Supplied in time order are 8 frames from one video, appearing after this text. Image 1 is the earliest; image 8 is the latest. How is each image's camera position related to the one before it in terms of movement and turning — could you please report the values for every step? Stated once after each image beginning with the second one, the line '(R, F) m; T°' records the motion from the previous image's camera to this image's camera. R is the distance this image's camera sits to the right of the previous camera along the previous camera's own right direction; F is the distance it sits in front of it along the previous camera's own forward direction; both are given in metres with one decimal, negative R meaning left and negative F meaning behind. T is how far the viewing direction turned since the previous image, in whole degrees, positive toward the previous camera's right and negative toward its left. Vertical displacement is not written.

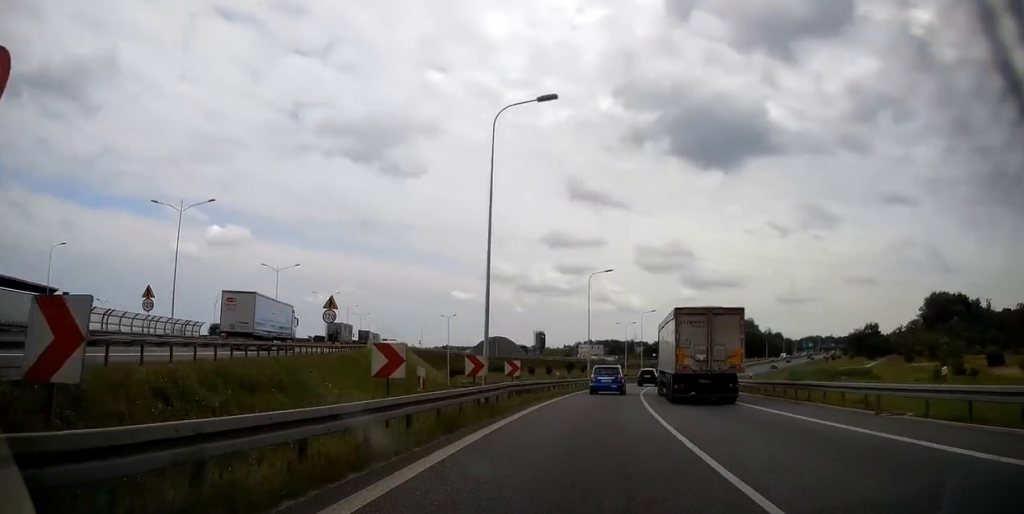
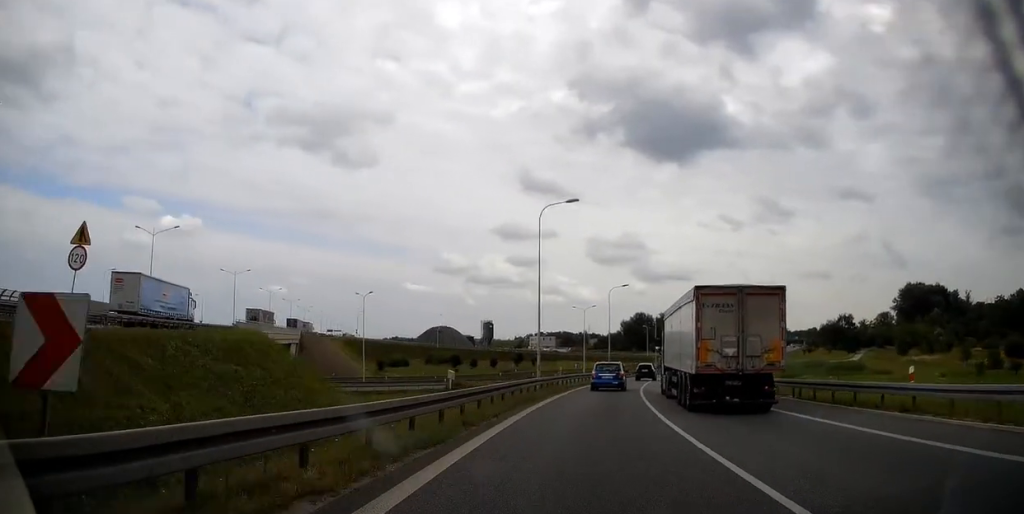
(+1.3, +22.1) m; +4°
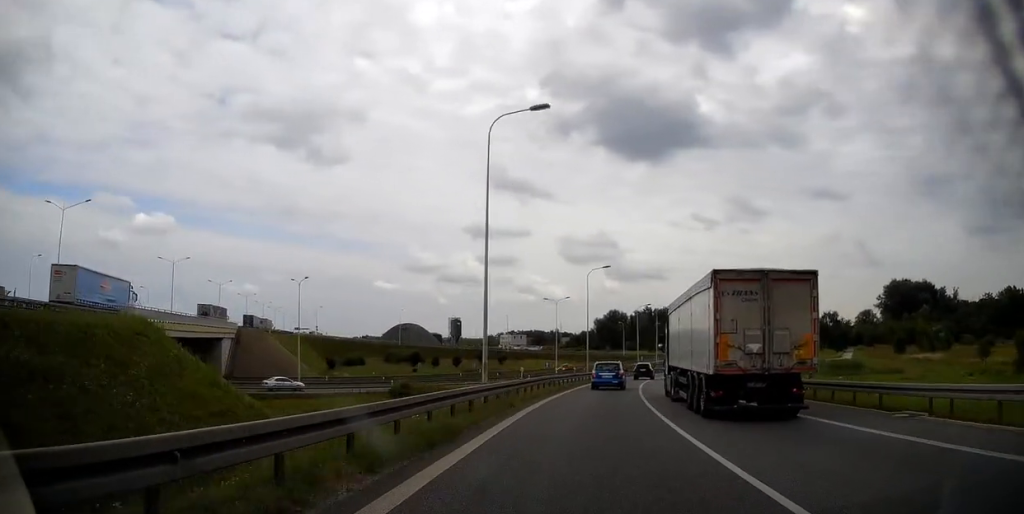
(+0.3, +13.0) m; +3°
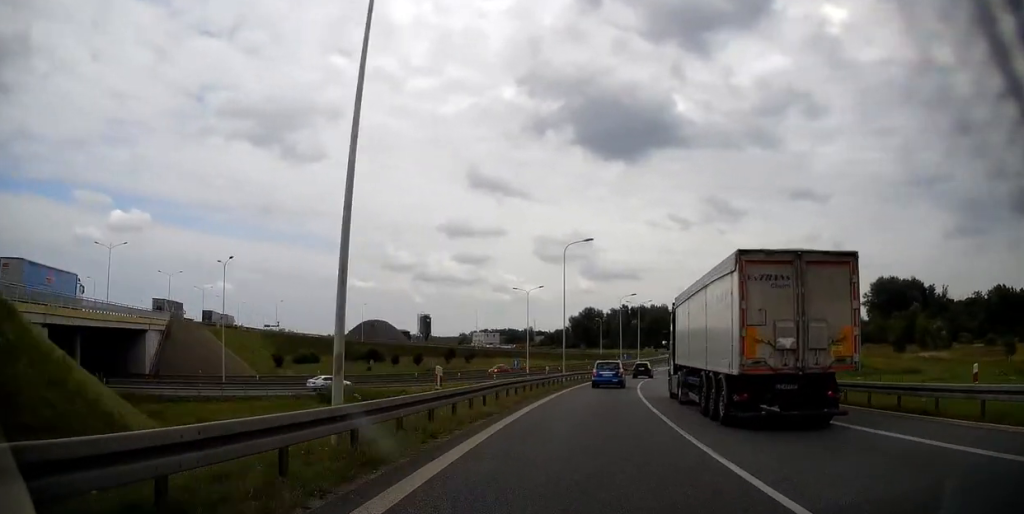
(-0.2, +12.0) m; +2°
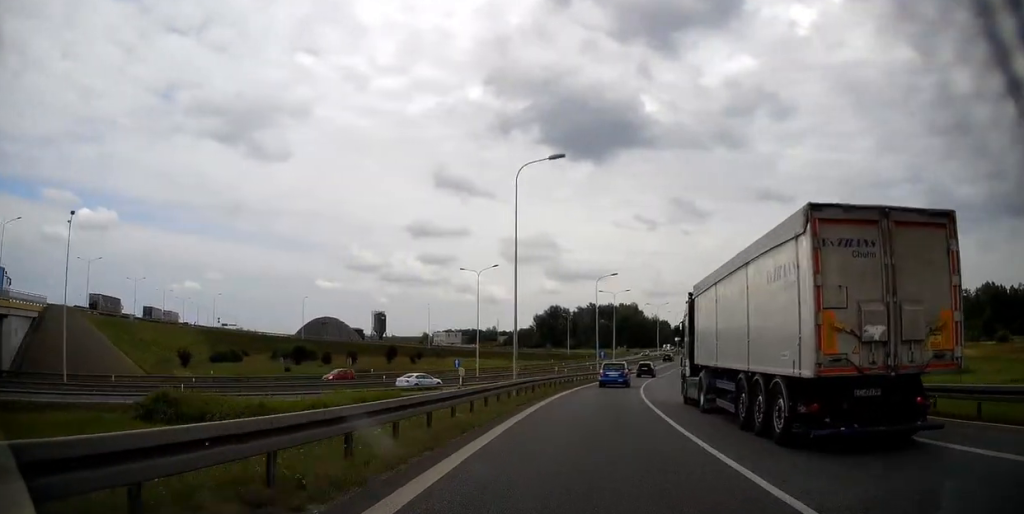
(+1.1, +18.4) m; +4°
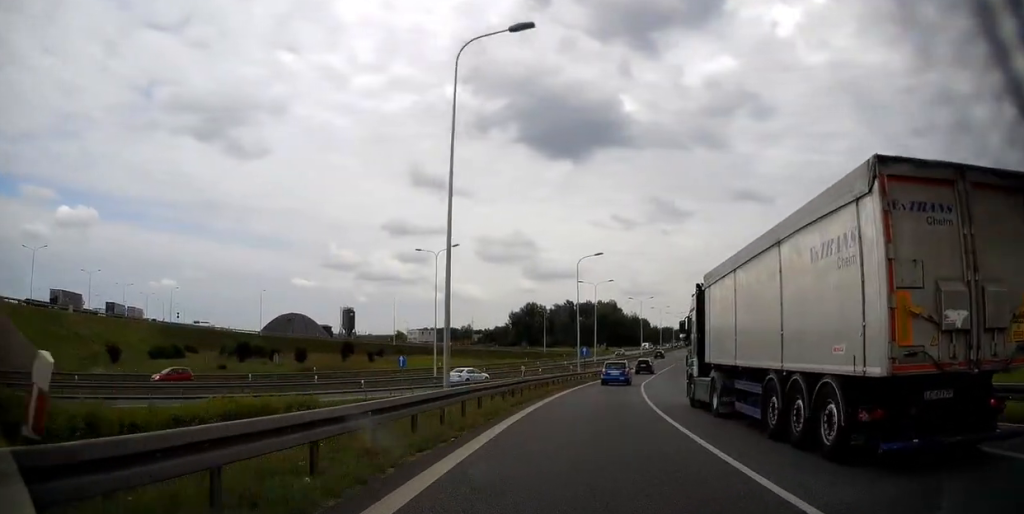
(+0.3, +11.0) m; +2°
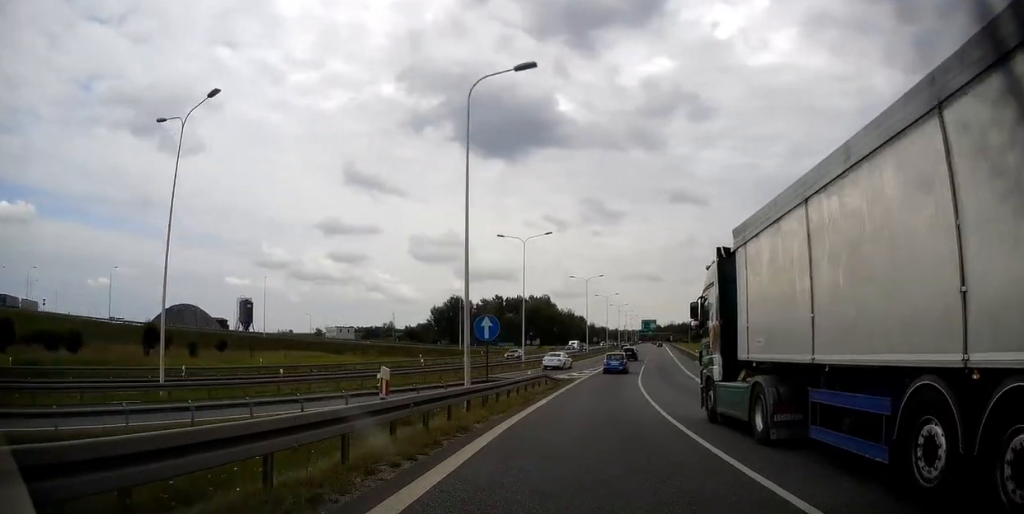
(+1.2, +32.7) m; +5°
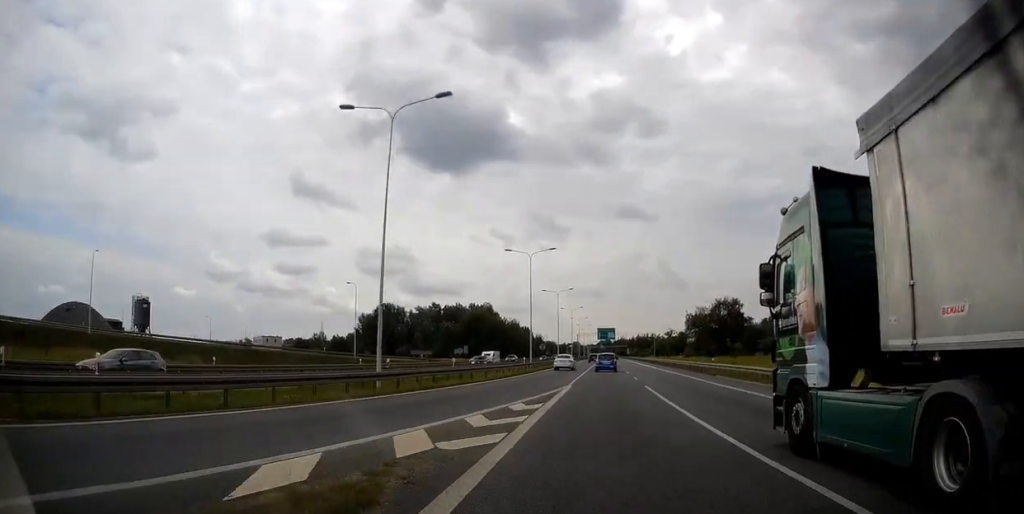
(+1.8, +32.2) m; +5°
